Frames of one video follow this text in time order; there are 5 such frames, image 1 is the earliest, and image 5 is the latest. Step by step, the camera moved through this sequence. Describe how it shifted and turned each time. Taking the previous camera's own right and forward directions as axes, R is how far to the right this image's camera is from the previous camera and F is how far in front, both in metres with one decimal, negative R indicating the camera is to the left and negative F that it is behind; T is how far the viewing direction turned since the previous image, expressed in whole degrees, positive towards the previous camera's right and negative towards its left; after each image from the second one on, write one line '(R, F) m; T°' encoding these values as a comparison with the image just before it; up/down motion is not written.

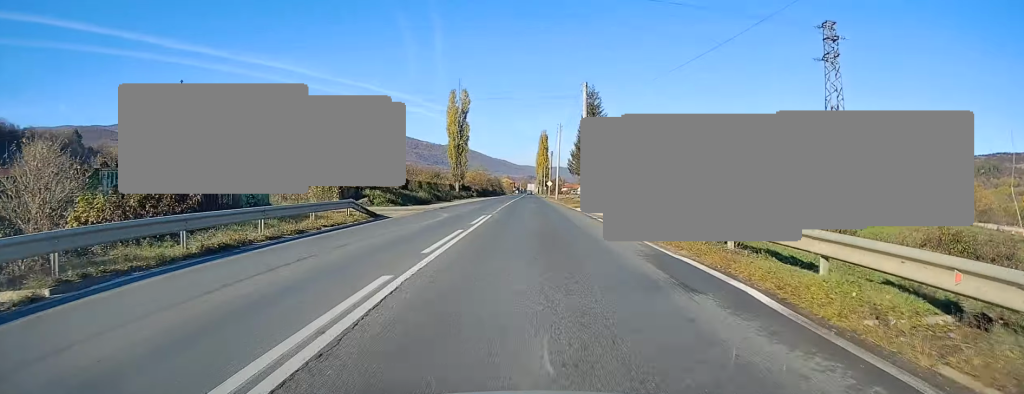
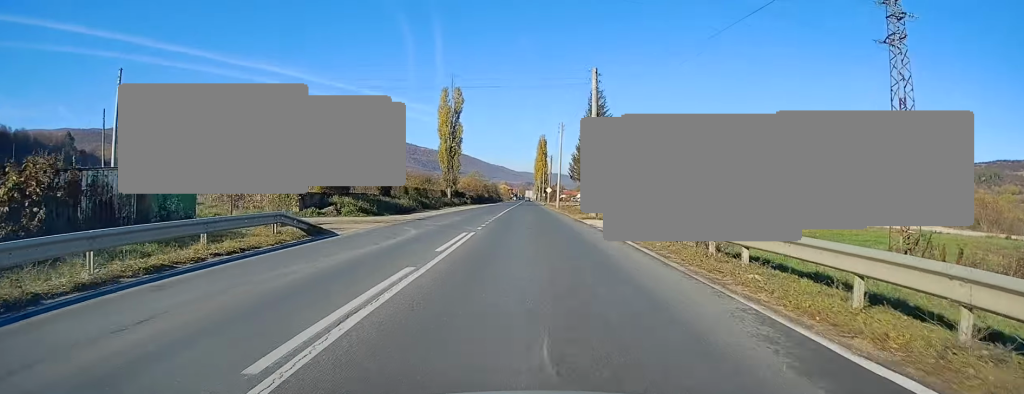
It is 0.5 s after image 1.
(+0.2, +7.1) m; 0°
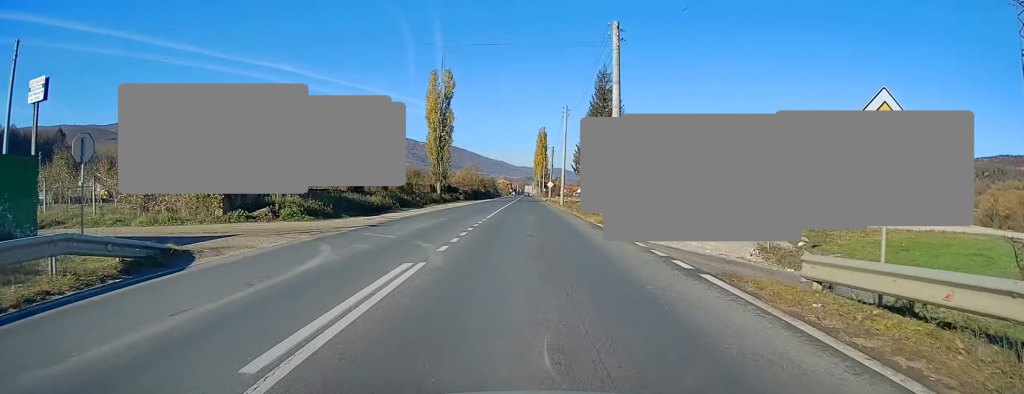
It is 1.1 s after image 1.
(+0.2, +9.1) m; 0°
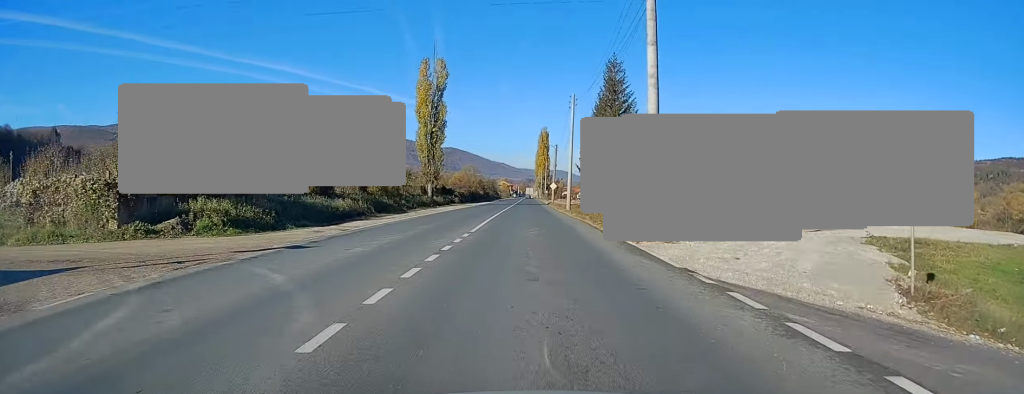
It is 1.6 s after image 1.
(-0.2, +7.4) m; -1°
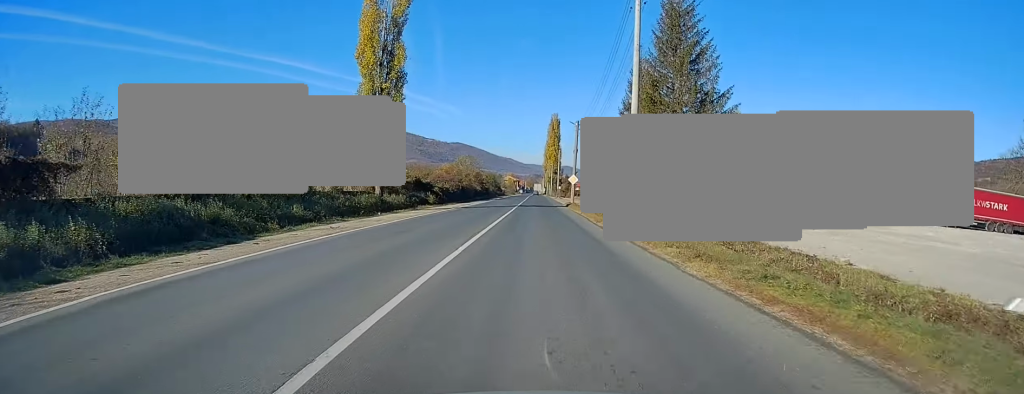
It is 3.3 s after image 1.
(0.0, +25.6) m; +1°
